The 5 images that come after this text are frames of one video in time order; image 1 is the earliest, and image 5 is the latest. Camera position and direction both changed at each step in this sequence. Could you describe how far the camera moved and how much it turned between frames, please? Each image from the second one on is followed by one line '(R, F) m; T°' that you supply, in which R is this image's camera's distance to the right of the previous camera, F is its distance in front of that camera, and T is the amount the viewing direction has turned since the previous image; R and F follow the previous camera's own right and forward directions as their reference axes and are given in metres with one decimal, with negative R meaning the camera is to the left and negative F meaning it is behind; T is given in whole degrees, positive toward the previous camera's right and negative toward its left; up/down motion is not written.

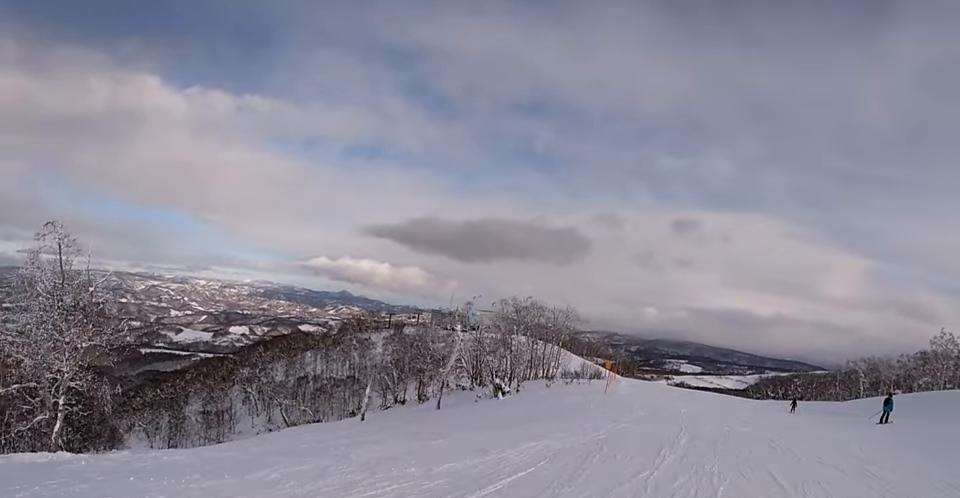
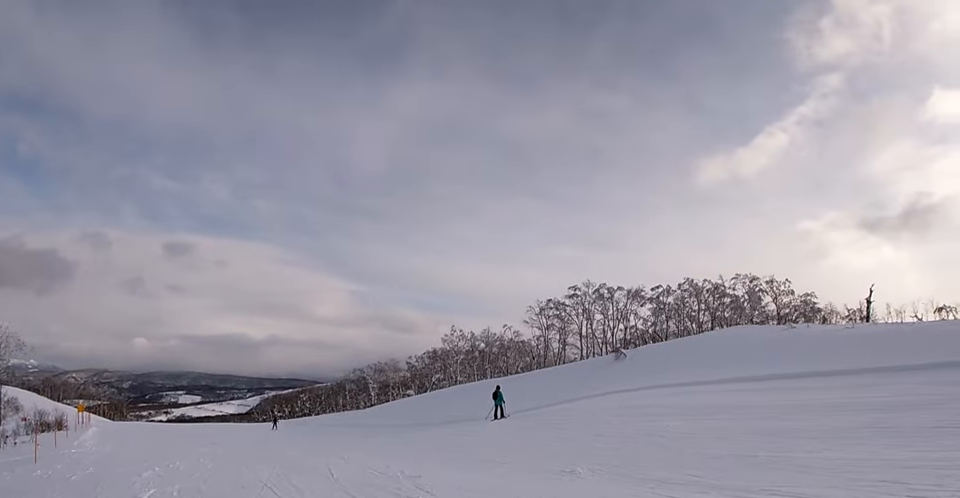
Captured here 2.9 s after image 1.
(+0.7, +13.8) m; +19°
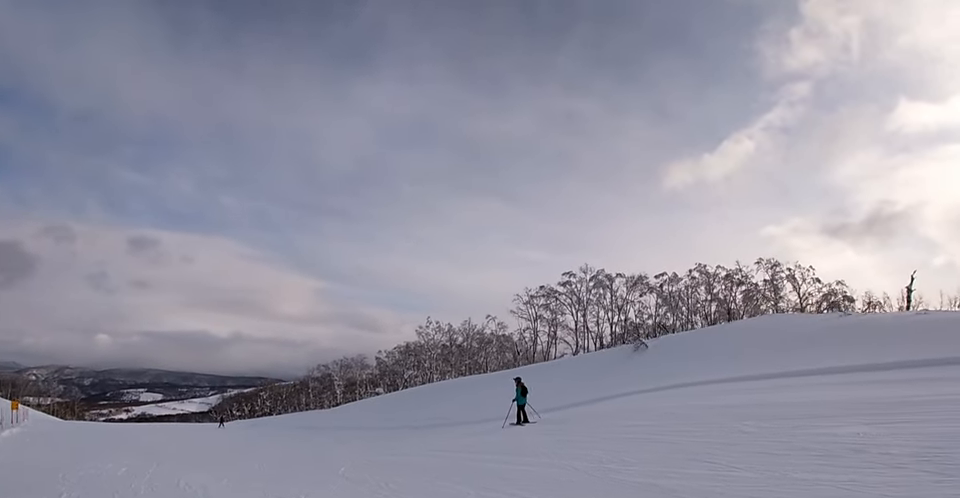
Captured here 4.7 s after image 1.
(+1.1, +7.2) m; +13°
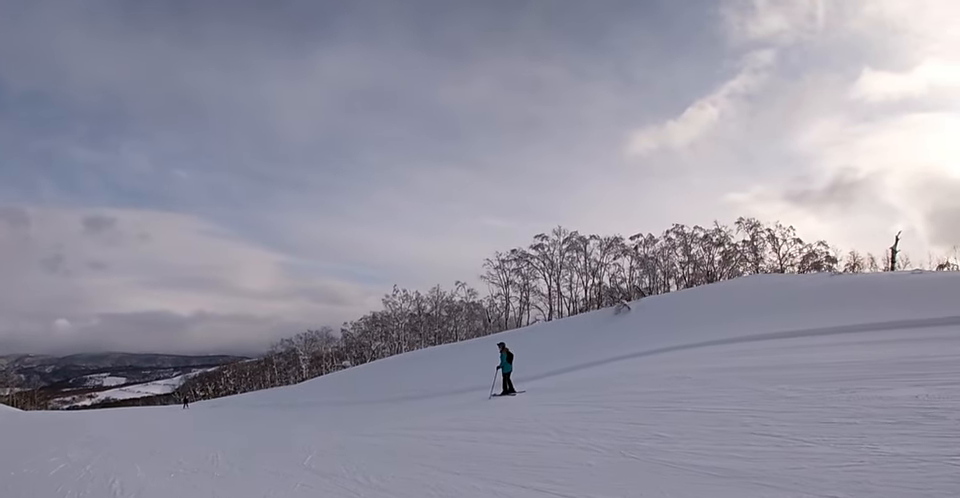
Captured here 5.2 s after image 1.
(0.0, +2.1) m; +1°
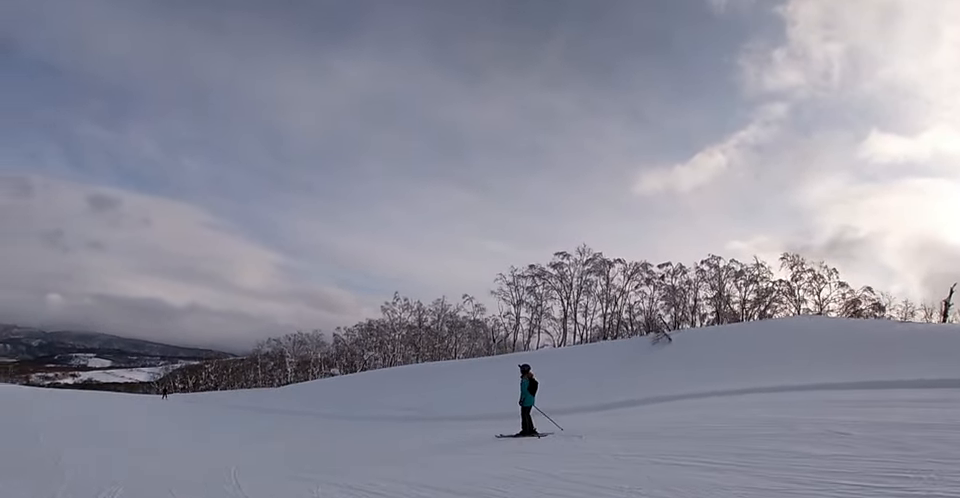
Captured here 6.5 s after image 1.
(-0.1, +5.2) m; -11°
